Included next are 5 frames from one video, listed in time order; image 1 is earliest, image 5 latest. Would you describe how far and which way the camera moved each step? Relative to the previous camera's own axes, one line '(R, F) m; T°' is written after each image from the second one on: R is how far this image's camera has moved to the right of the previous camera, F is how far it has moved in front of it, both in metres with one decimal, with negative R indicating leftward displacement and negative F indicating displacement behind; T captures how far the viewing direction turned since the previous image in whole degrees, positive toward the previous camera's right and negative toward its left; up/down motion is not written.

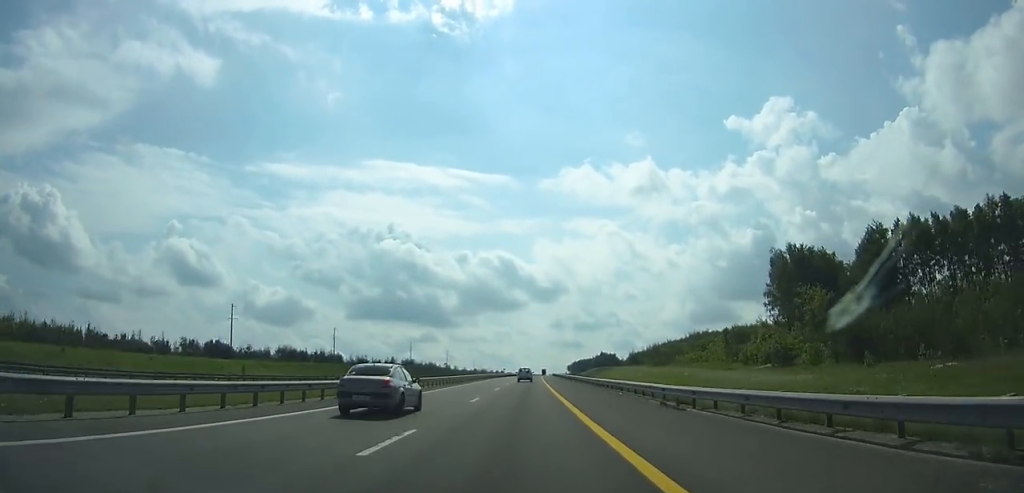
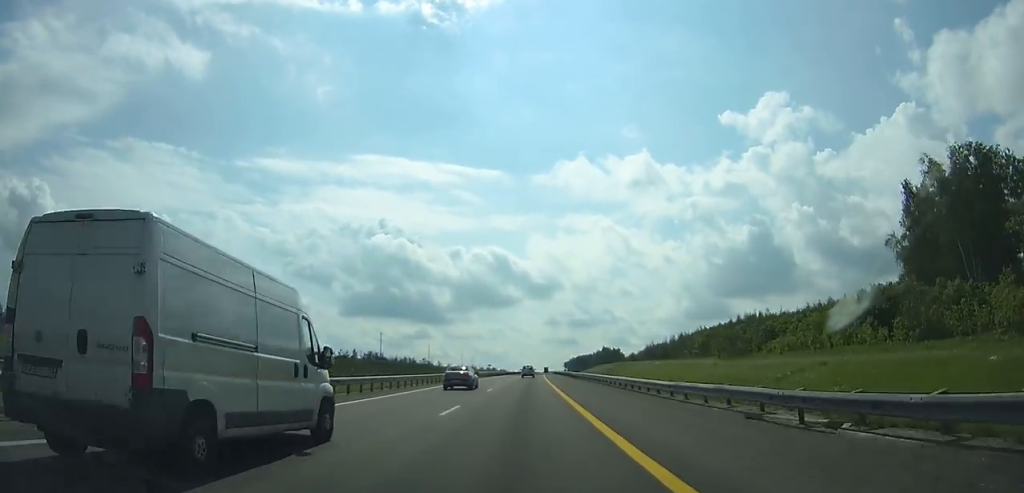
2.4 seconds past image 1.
(+0.4, +57.1) m; +1°
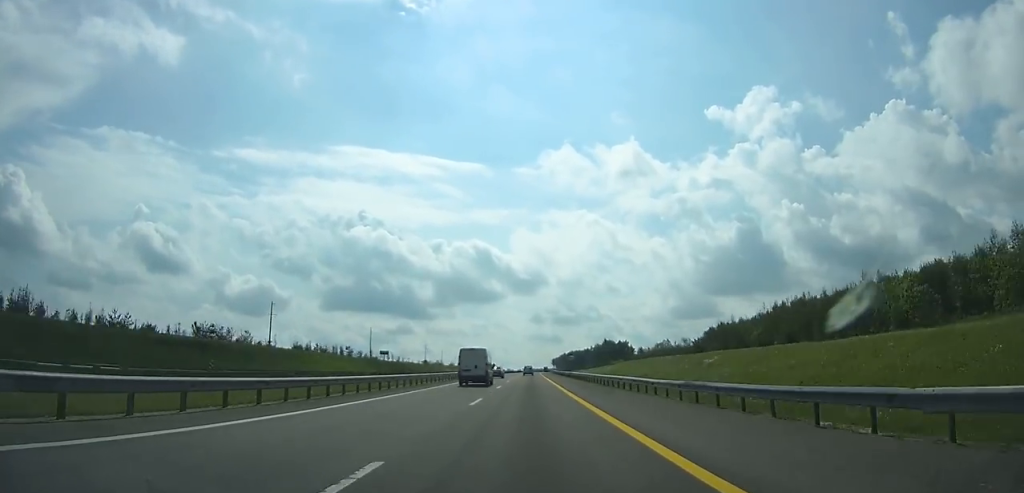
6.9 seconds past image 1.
(+1.4, +105.8) m; +1°
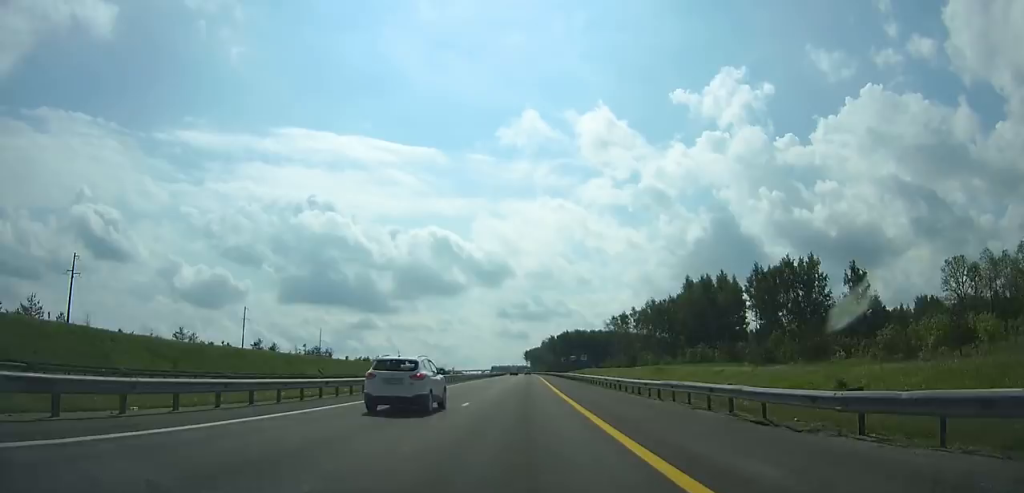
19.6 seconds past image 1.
(+8.2, +288.2) m; +3°
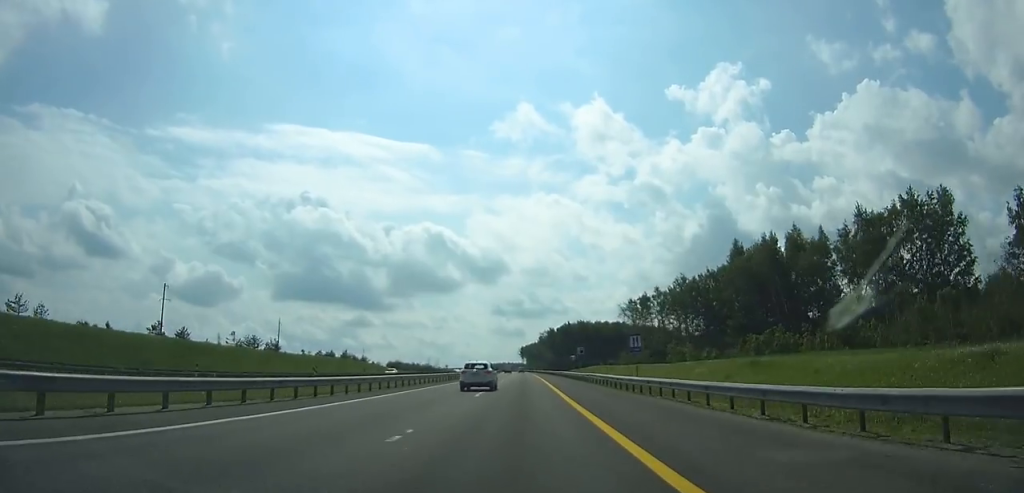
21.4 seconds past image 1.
(+0.1, +40.0) m; 0°
